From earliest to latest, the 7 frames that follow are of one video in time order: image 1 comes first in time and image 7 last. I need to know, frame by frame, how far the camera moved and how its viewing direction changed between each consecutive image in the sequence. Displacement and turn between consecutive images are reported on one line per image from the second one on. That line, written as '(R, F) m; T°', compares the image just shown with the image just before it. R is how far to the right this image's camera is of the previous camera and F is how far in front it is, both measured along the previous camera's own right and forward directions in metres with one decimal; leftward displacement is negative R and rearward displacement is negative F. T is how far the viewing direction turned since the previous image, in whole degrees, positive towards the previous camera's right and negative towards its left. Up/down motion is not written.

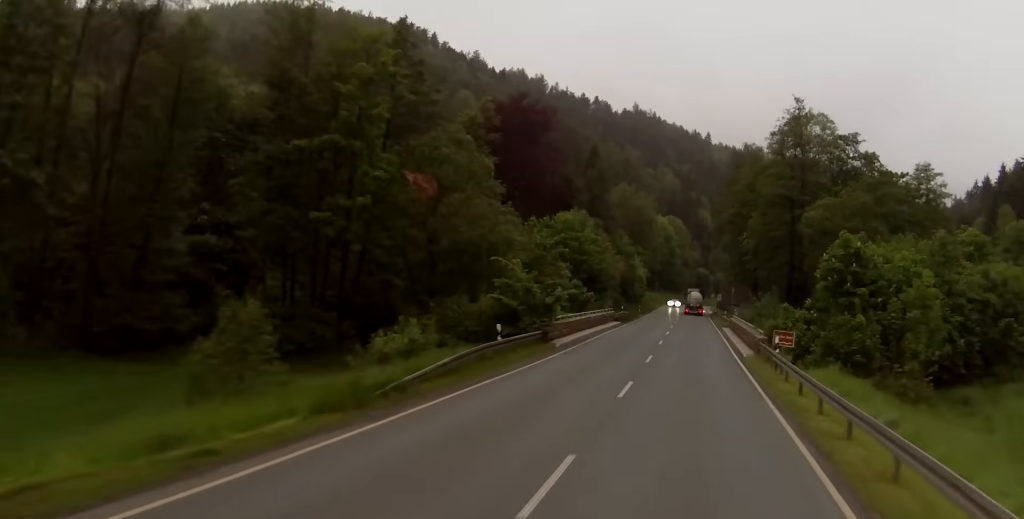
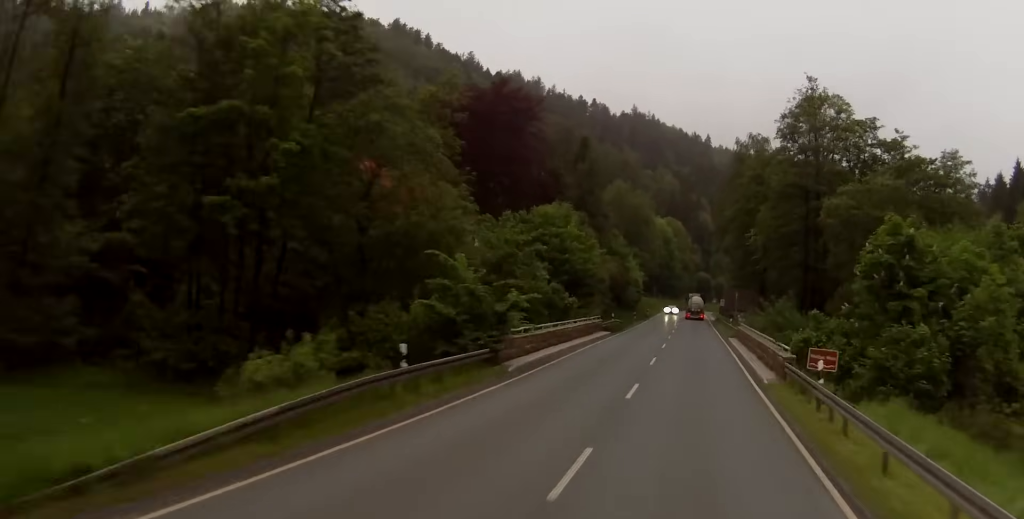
(0.0, +10.6) m; -1°
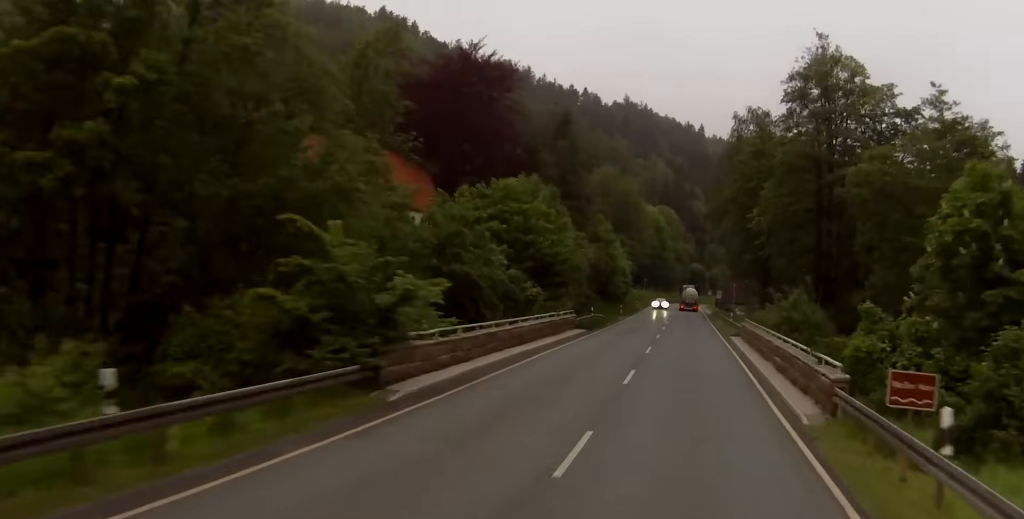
(0.0, +11.2) m; 0°
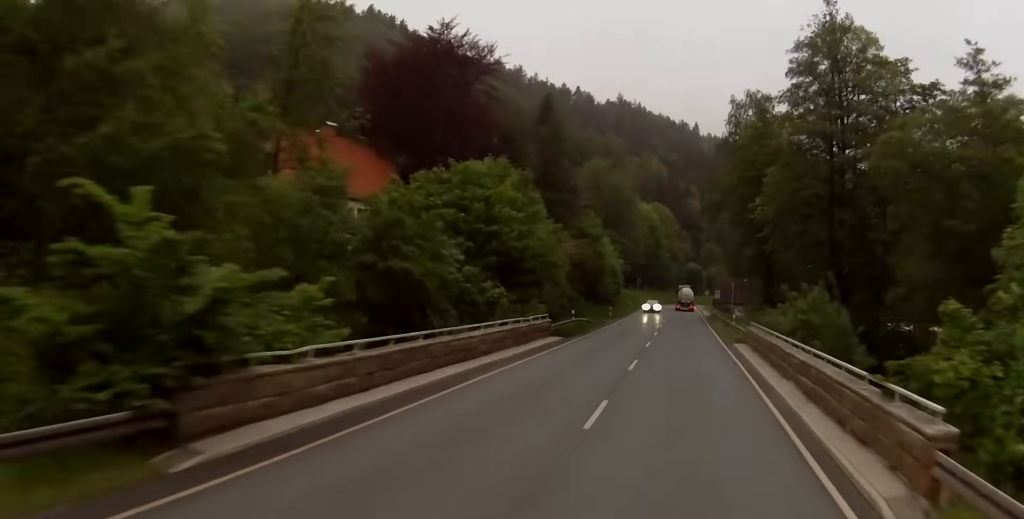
(-0.2, +8.1) m; 0°
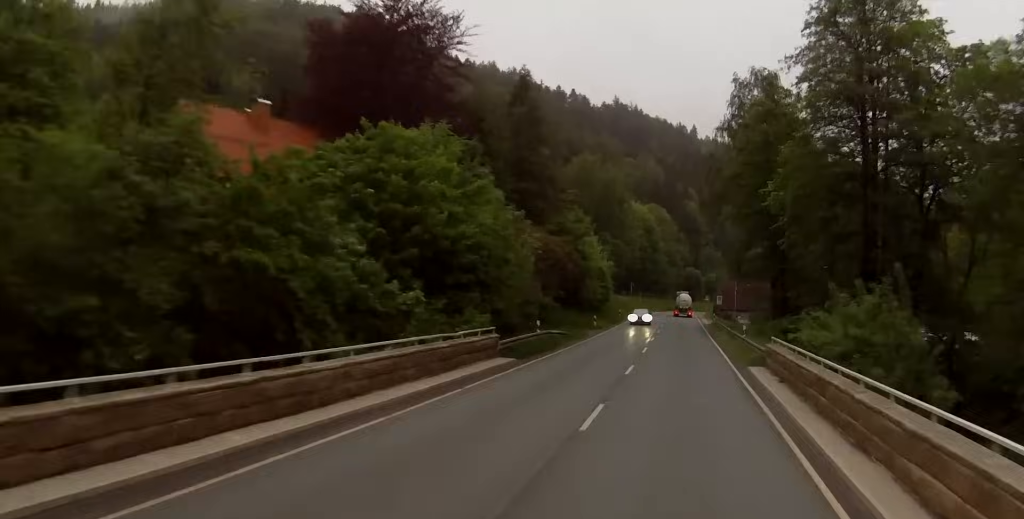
(0.0, +11.9) m; 0°
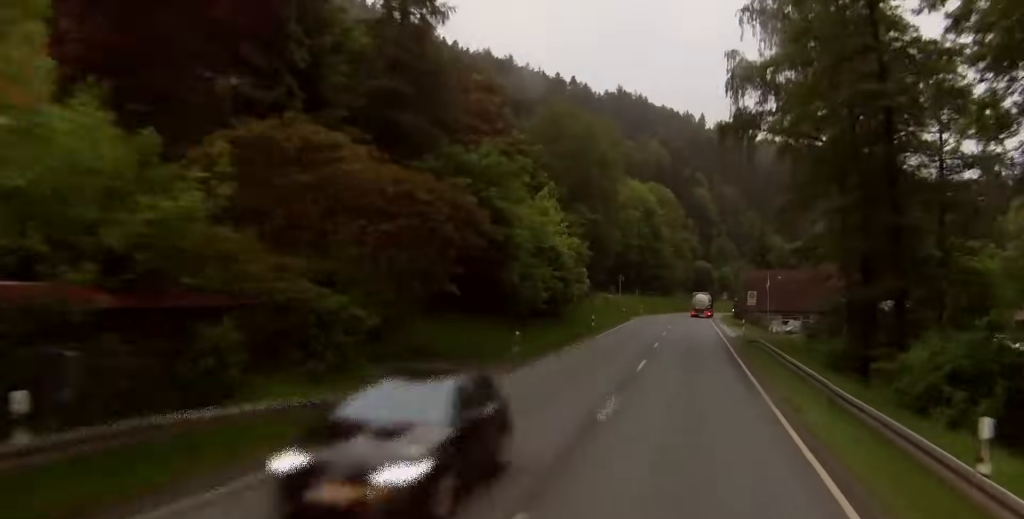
(+0.5, +34.8) m; +1°
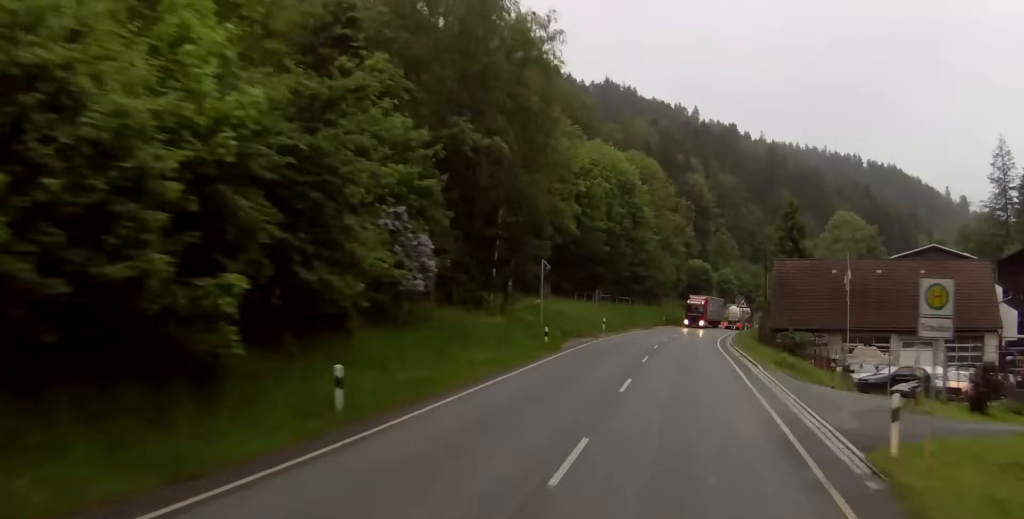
(-0.5, +42.6) m; 0°
